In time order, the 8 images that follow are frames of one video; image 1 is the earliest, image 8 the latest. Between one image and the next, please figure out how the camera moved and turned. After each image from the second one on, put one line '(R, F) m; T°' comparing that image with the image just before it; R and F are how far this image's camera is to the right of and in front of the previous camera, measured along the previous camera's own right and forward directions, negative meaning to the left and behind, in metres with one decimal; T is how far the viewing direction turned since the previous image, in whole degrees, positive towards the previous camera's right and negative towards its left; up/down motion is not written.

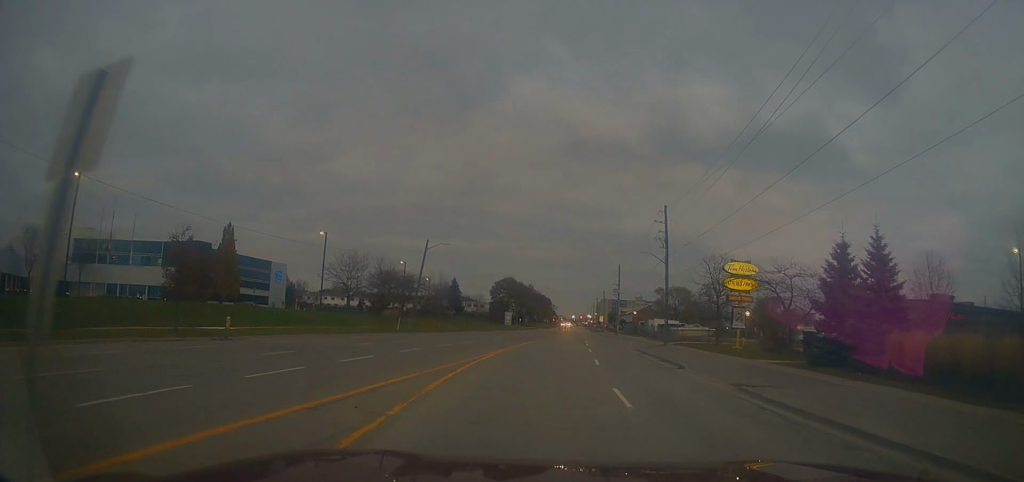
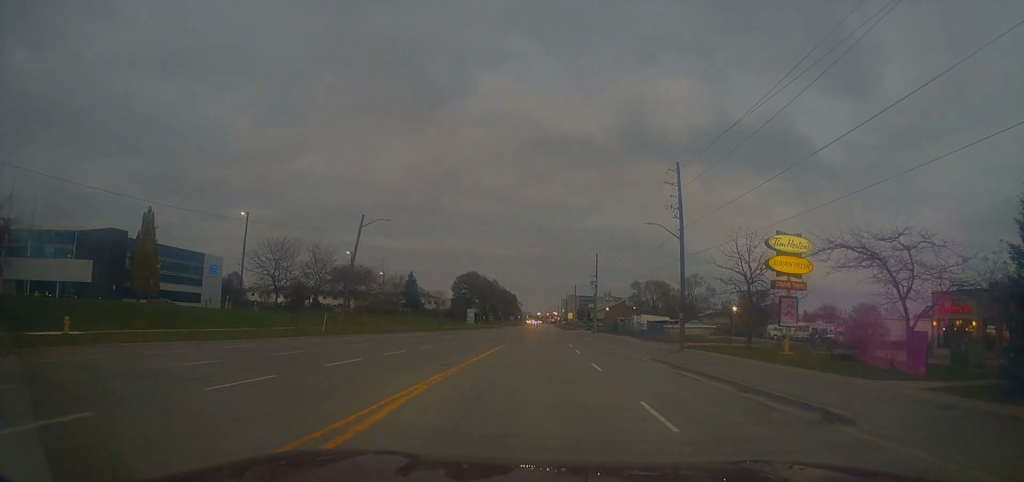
(+0.1, +13.8) m; +1°
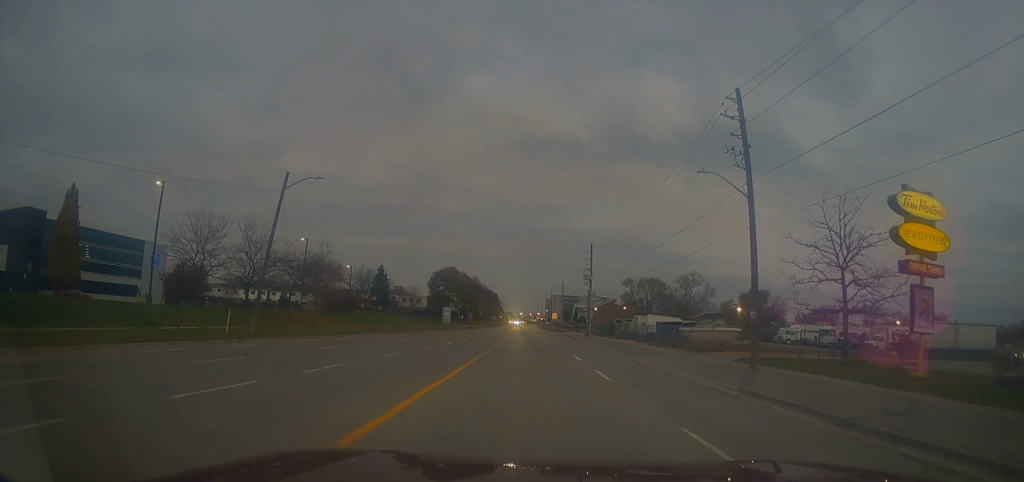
(0.0, +13.6) m; +4°
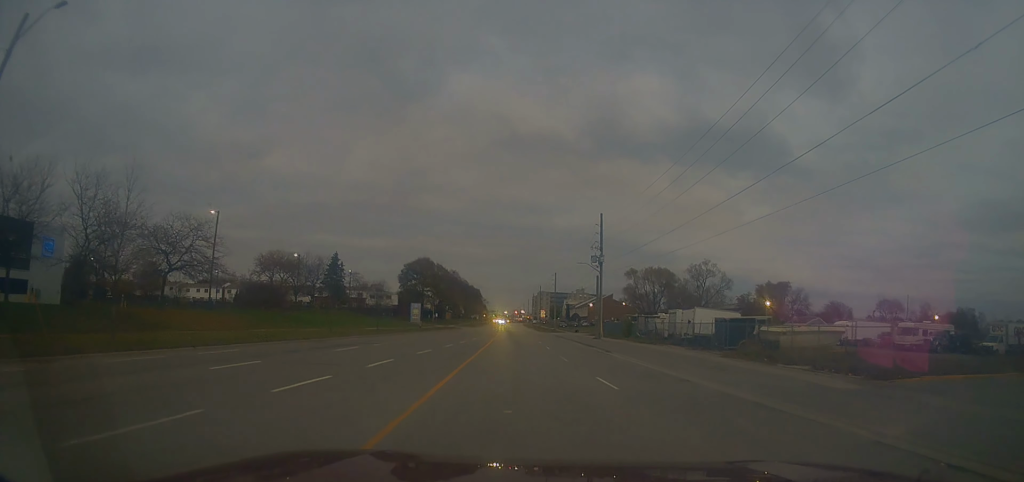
(+0.7, +21.9) m; +1°
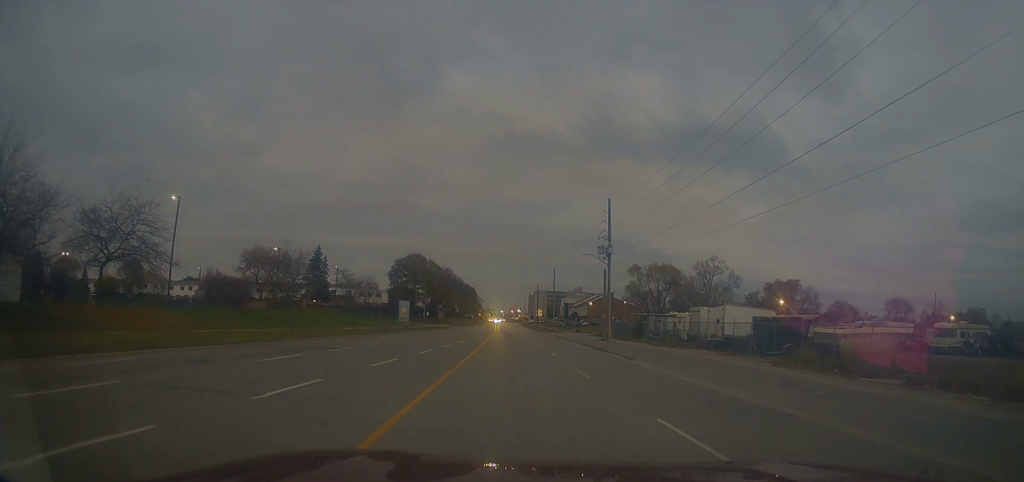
(-0.5, +7.1) m; 0°
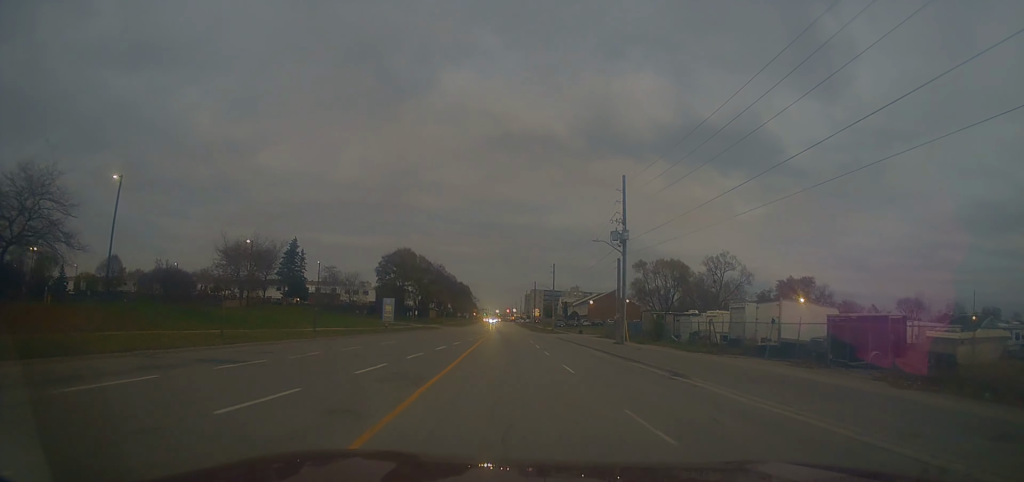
(+0.5, +8.9) m; +1°
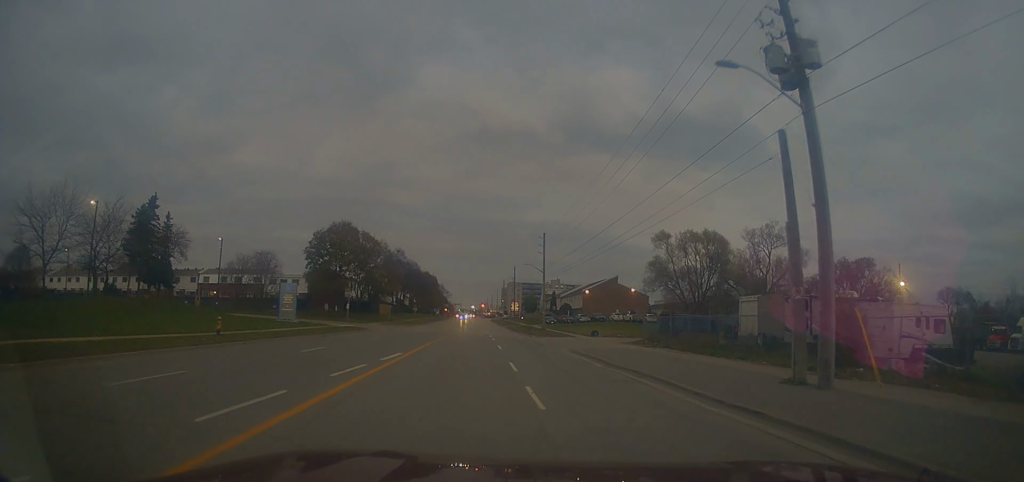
(+0.8, +31.5) m; +2°
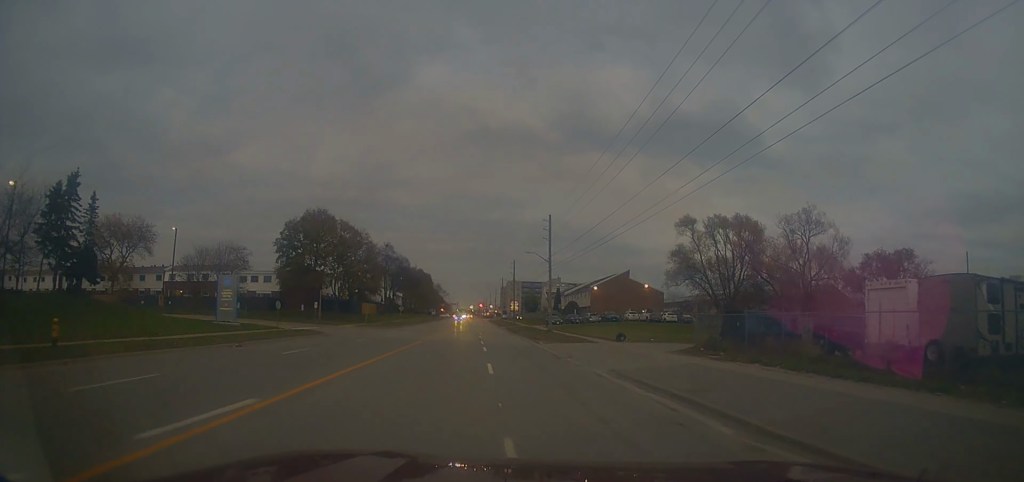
(+0.2, +12.2) m; +1°
